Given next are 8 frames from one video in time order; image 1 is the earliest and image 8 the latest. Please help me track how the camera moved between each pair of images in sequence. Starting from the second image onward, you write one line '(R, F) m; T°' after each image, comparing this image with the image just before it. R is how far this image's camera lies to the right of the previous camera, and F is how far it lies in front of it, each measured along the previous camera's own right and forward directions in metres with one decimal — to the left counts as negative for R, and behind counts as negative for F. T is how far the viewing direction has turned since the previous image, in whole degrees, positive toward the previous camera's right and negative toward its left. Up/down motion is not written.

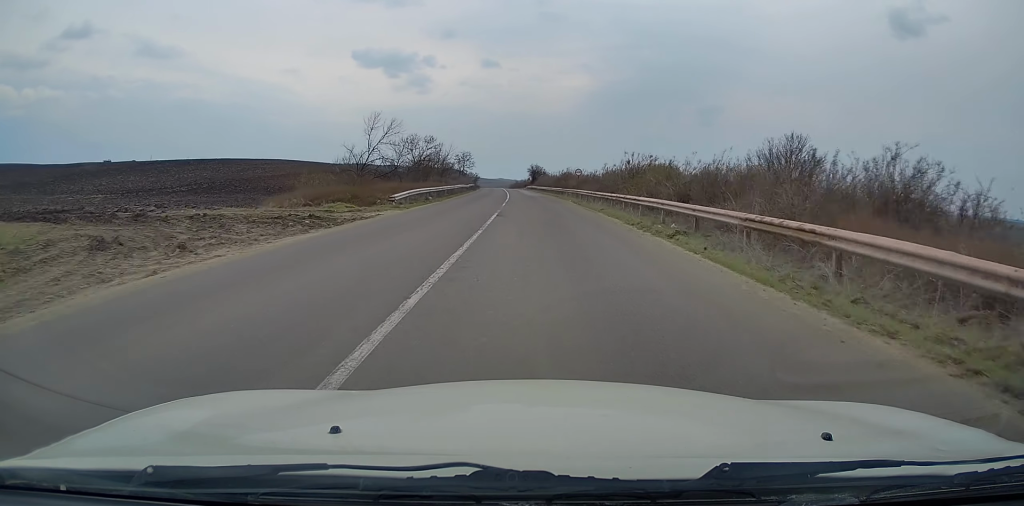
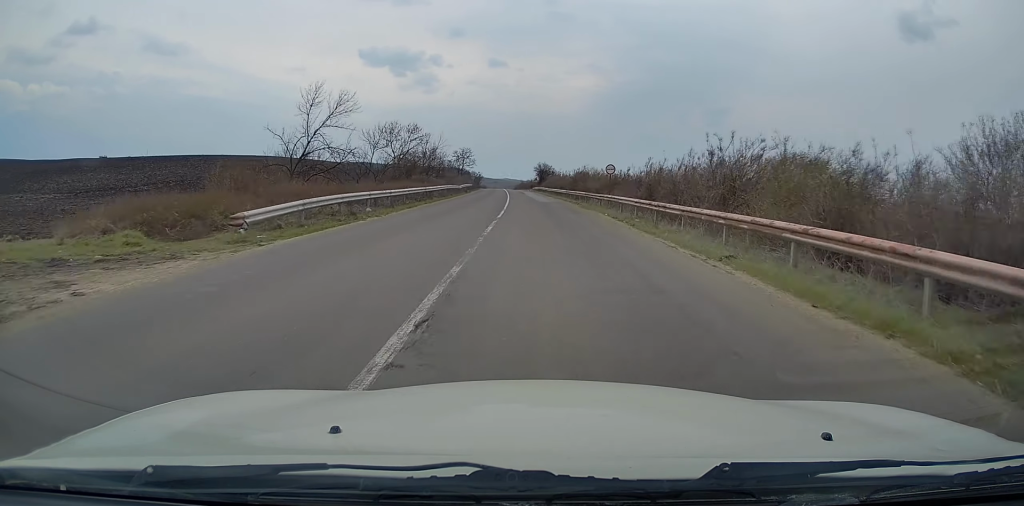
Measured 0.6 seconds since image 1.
(-0.1, +17.1) m; -1°
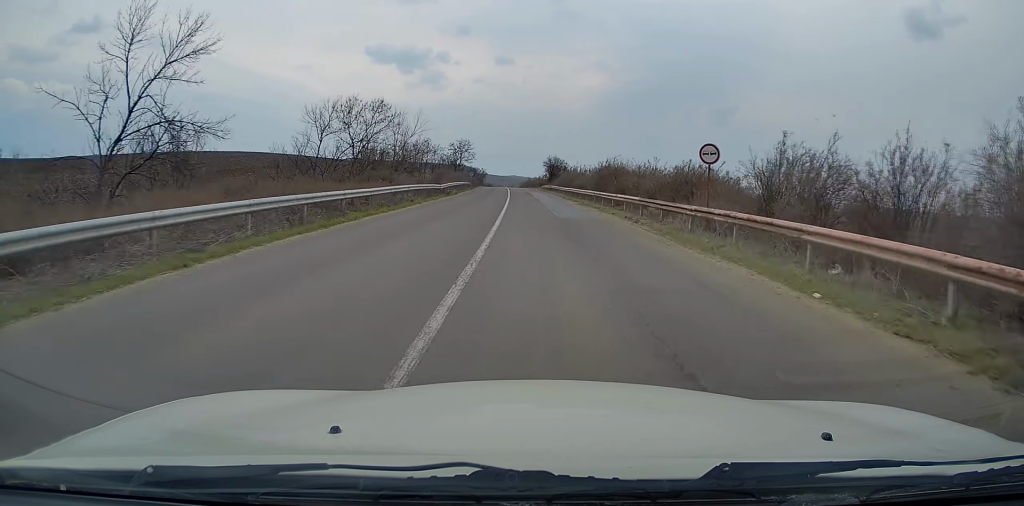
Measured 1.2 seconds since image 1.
(-0.1, +19.1) m; -1°
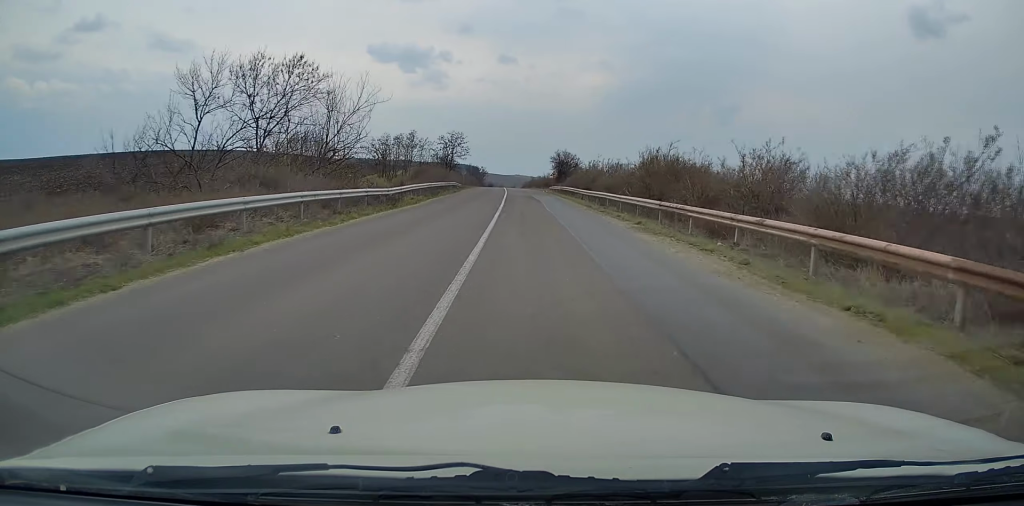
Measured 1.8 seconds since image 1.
(-0.1, +19.0) m; -1°
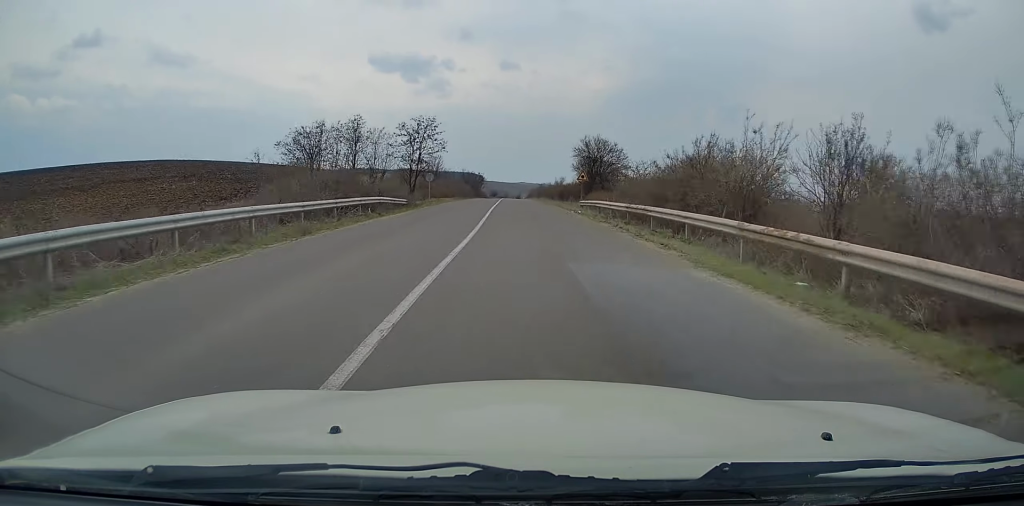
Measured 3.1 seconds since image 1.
(-0.3, +36.4) m; 0°
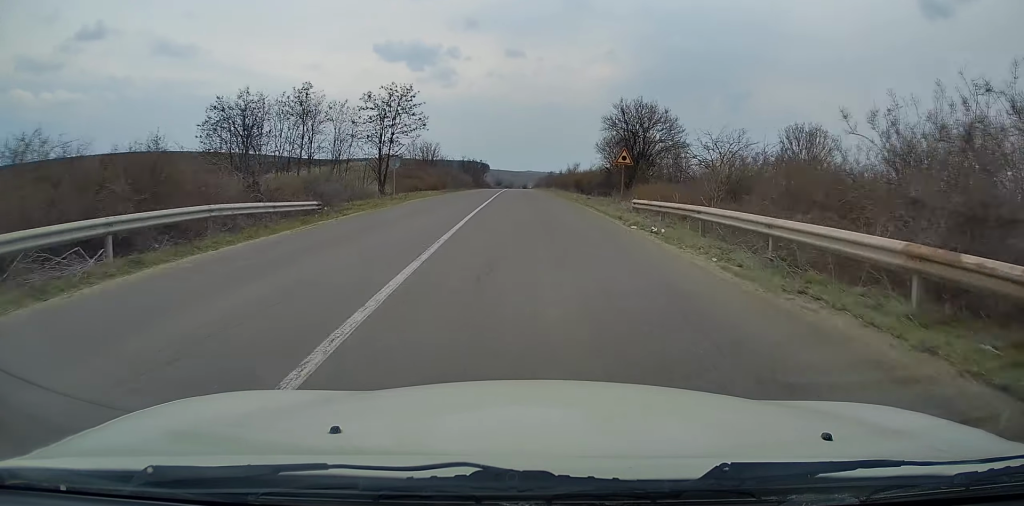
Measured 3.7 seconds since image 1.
(+0.2, +17.5) m; 0°
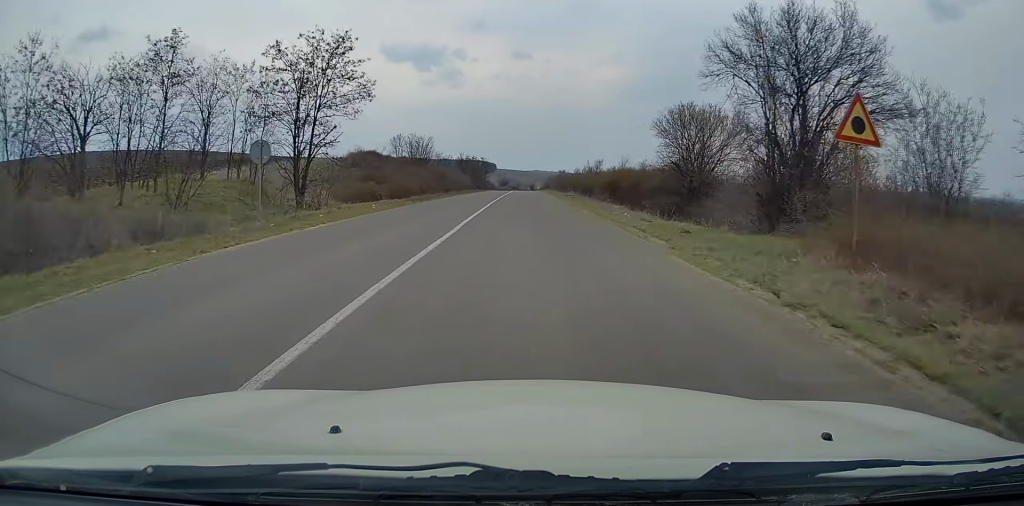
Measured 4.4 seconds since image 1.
(-0.2, +20.7) m; -1°
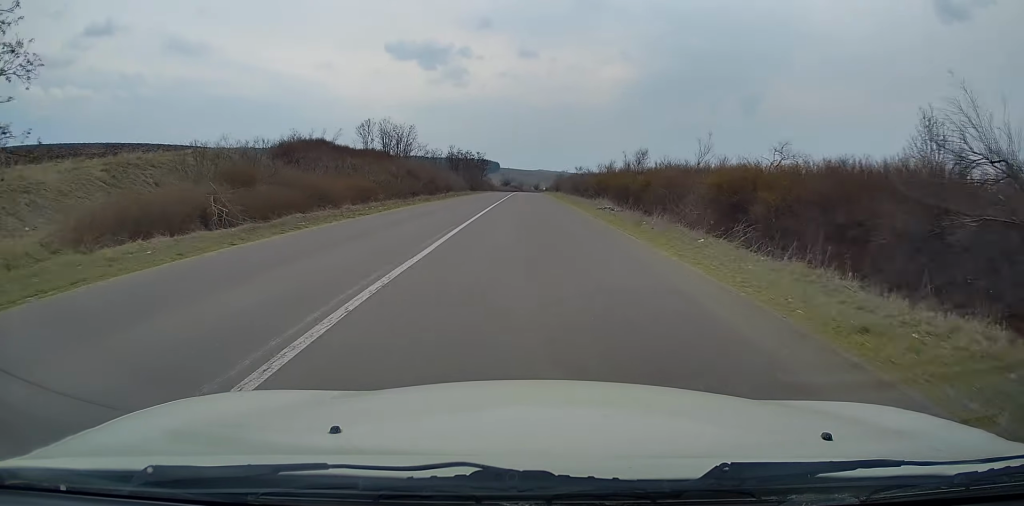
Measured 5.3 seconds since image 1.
(-0.2, +24.2) m; -1°
